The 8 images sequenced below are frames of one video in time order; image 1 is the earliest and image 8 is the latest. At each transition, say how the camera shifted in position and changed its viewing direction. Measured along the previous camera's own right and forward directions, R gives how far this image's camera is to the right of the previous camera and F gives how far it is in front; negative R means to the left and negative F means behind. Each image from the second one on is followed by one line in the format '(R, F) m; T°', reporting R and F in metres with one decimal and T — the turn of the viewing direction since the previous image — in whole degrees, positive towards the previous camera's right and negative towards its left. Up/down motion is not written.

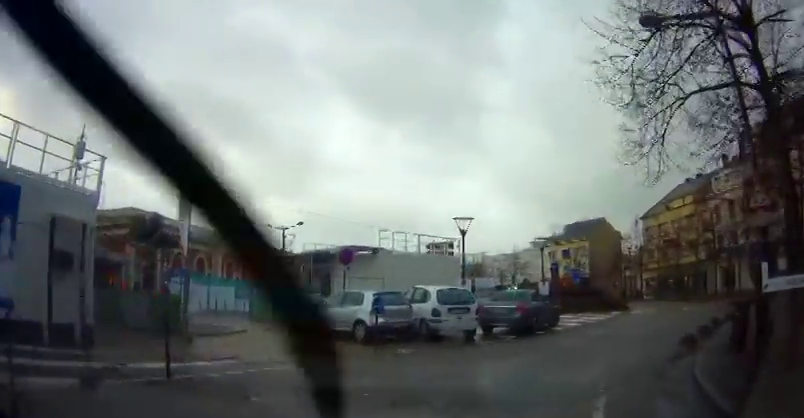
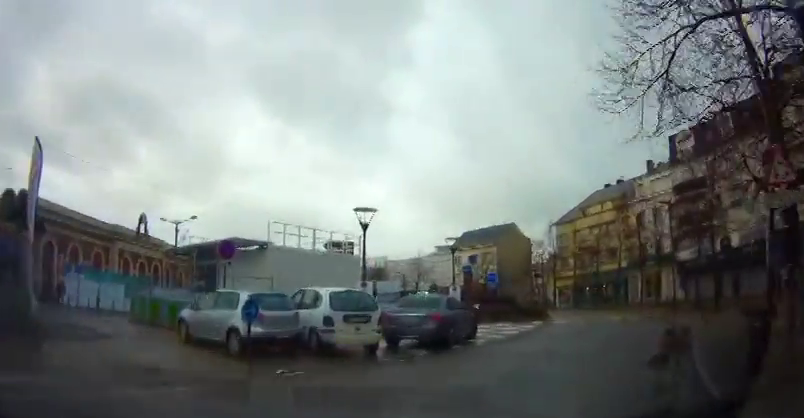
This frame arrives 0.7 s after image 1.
(+0.3, +3.0) m; +11°
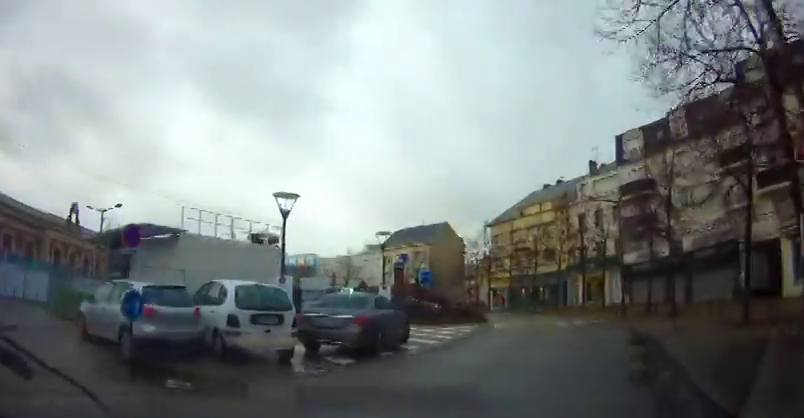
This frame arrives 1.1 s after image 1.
(0.0, +2.0) m; +6°
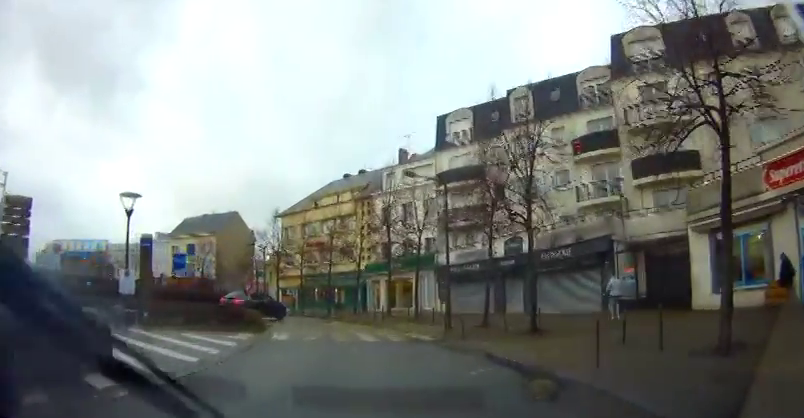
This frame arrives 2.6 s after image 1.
(+1.4, +6.8) m; +18°
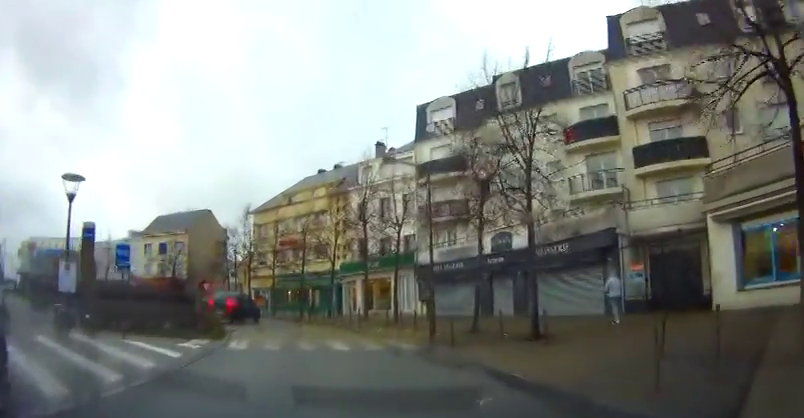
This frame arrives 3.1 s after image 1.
(+0.2, +2.6) m; +2°
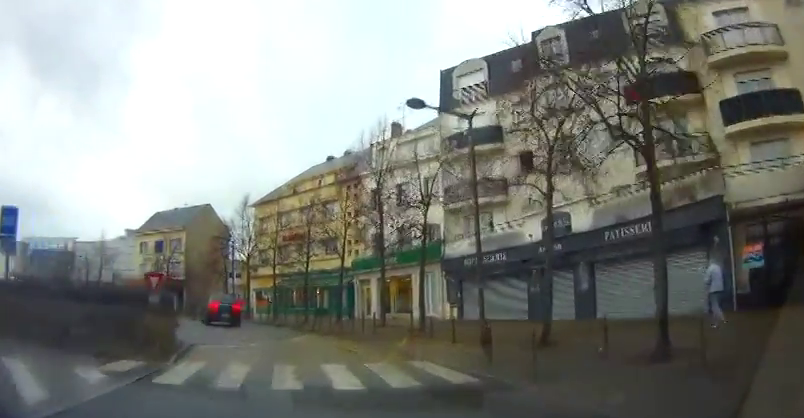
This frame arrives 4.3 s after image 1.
(-0.1, +5.8) m; -2°
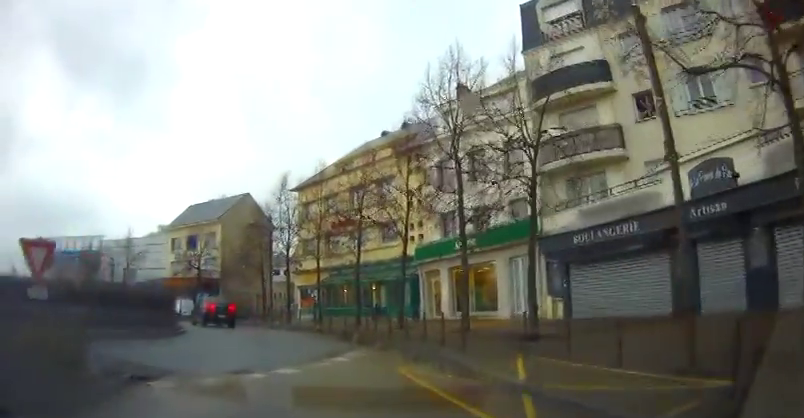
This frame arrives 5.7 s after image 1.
(-0.4, +7.2) m; -6°
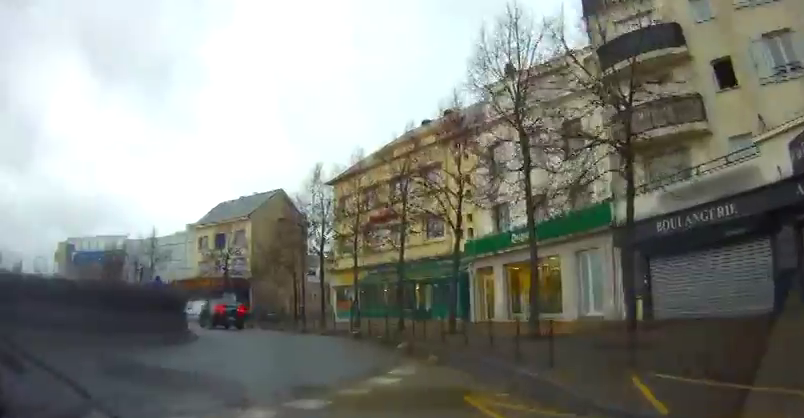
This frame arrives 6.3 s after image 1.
(-0.2, +3.2) m; -2°
